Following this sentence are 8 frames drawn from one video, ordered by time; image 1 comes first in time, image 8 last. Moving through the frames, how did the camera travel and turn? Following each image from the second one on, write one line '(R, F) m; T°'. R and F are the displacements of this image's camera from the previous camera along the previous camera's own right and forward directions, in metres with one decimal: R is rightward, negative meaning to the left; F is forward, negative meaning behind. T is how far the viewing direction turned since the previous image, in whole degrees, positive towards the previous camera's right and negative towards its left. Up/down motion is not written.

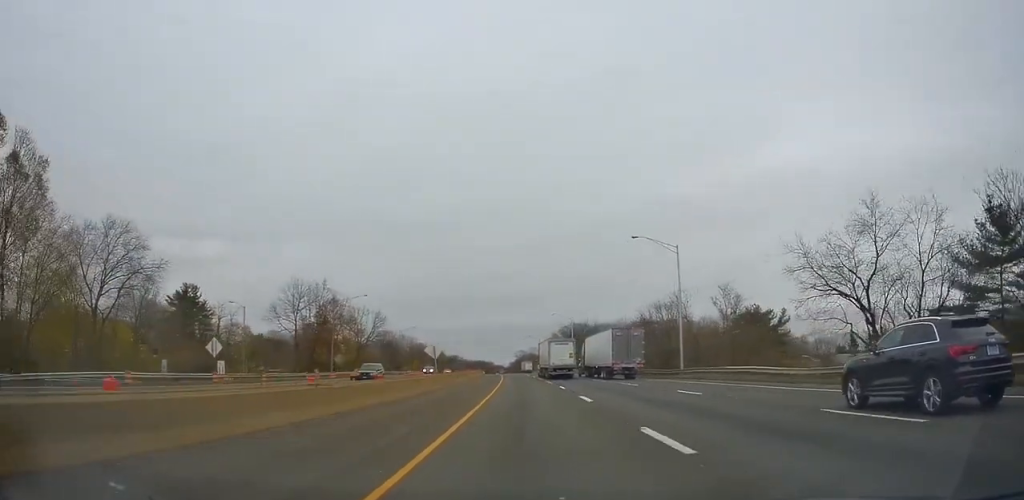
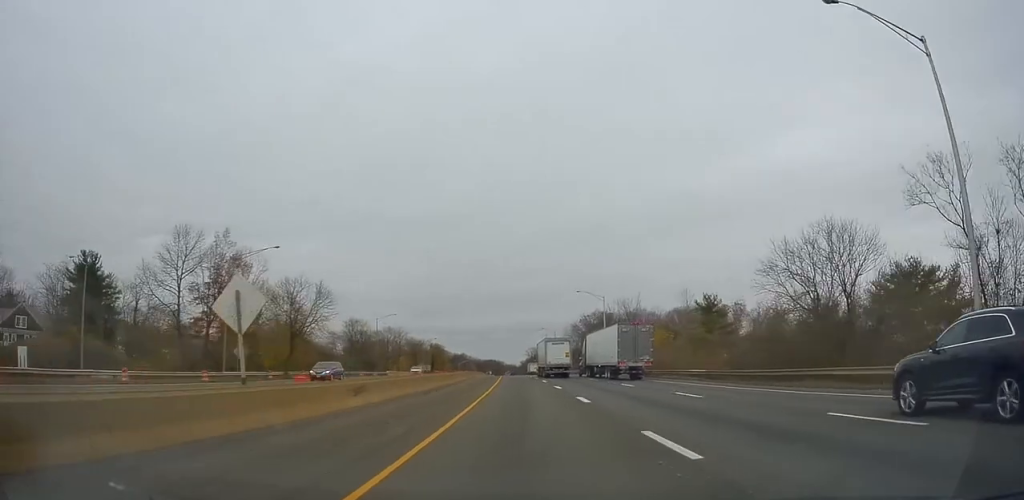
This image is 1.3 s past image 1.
(0.0, +36.2) m; -1°
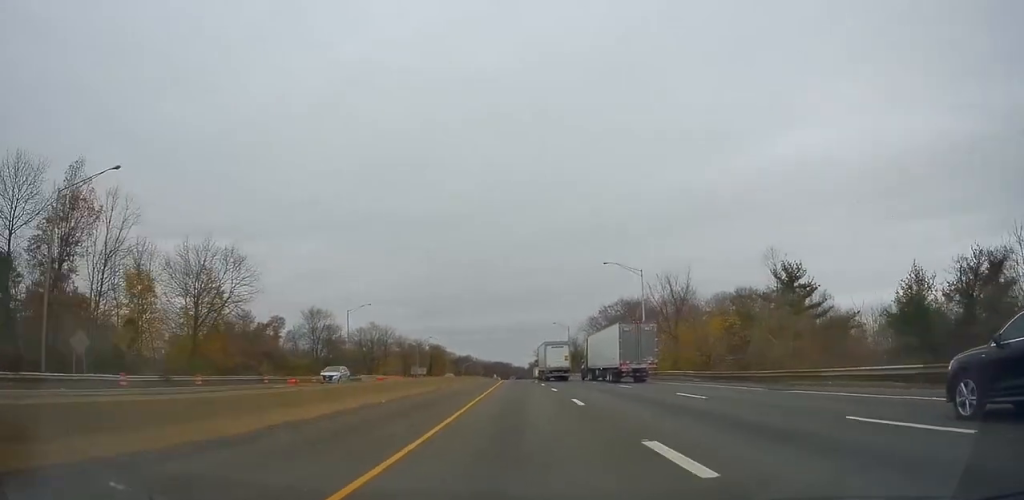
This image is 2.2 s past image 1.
(-0.6, +25.1) m; -1°
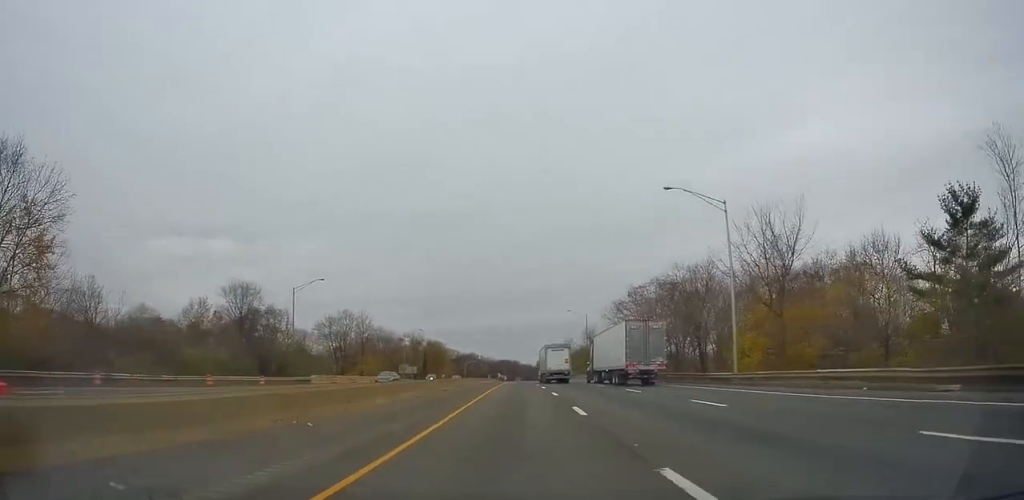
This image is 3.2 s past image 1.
(+0.3, +26.7) m; 0°
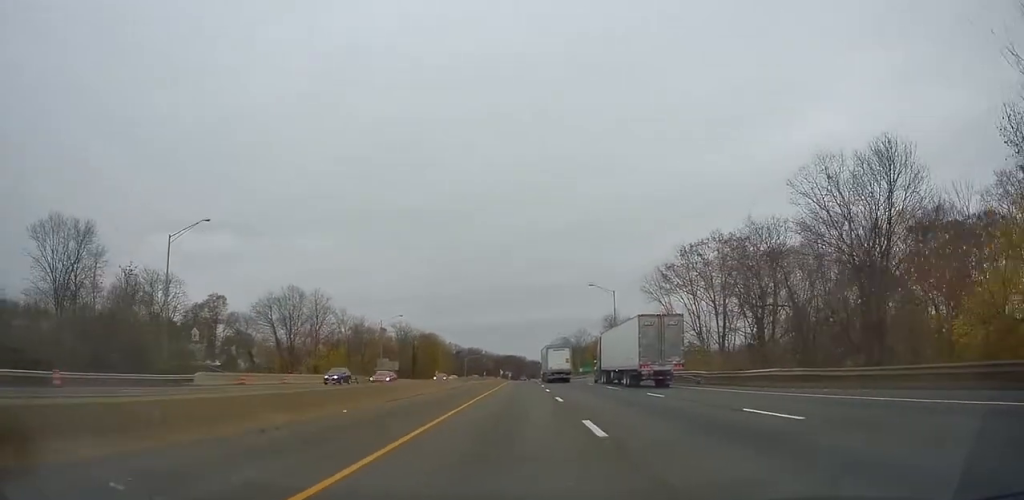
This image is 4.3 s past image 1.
(-0.4, +29.4) m; -1°
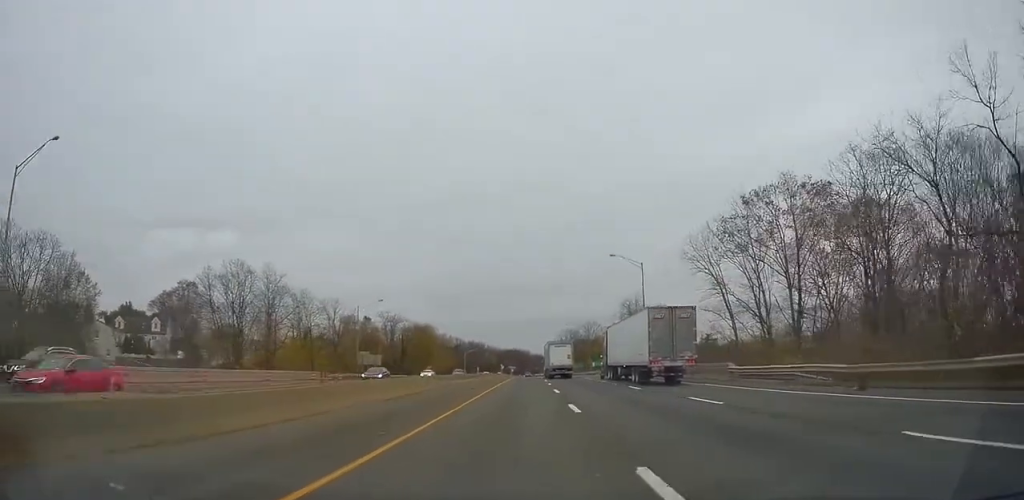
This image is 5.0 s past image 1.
(-0.2, +19.0) m; 0°
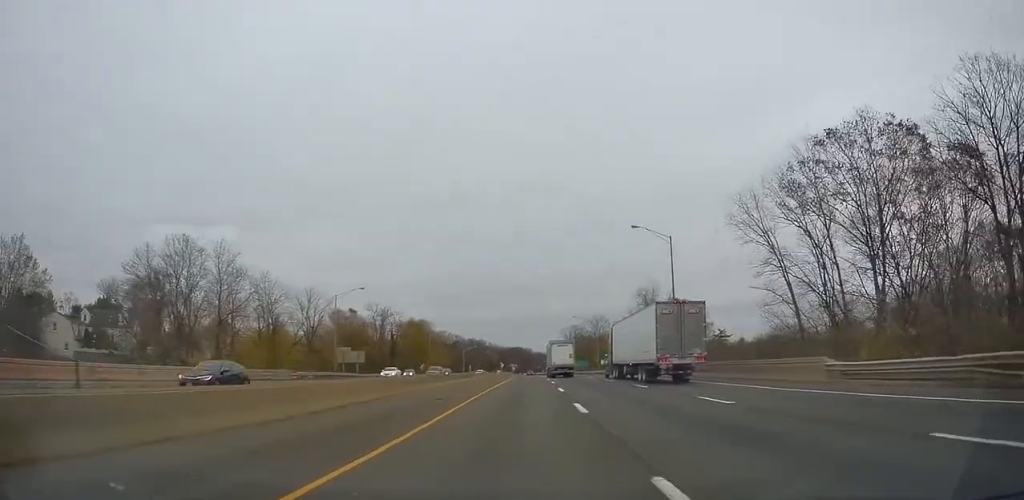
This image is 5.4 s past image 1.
(0.0, +13.0) m; 0°
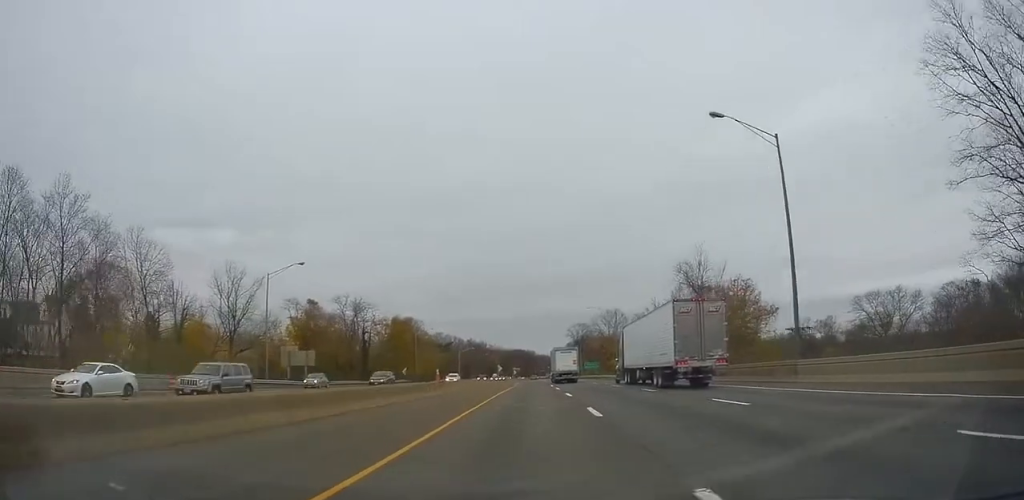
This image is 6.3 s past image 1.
(+0.2, +24.9) m; -1°
